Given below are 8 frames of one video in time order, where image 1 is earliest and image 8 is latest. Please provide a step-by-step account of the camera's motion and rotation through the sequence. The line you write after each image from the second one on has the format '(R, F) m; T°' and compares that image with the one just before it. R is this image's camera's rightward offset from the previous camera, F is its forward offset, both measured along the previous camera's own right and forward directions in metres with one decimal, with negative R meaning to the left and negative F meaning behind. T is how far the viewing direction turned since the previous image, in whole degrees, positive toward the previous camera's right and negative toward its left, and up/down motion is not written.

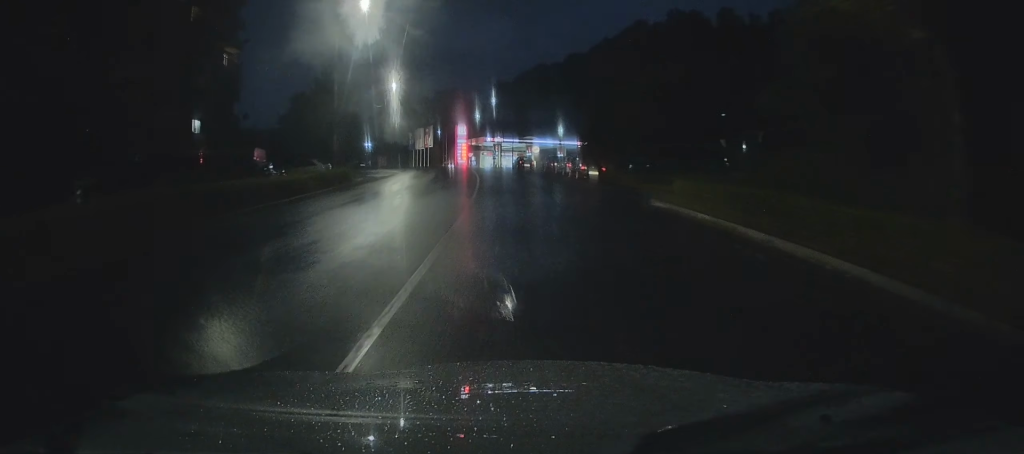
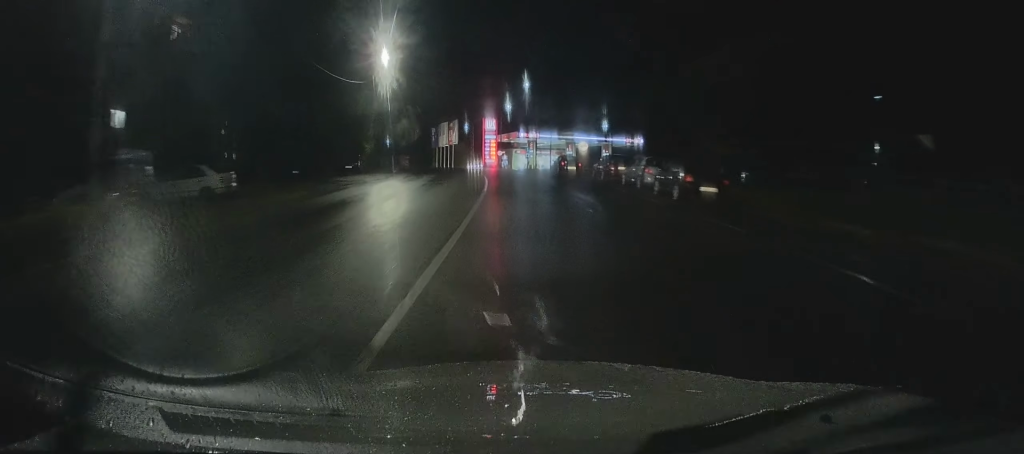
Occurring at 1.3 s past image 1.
(-0.4, +18.6) m; -3°
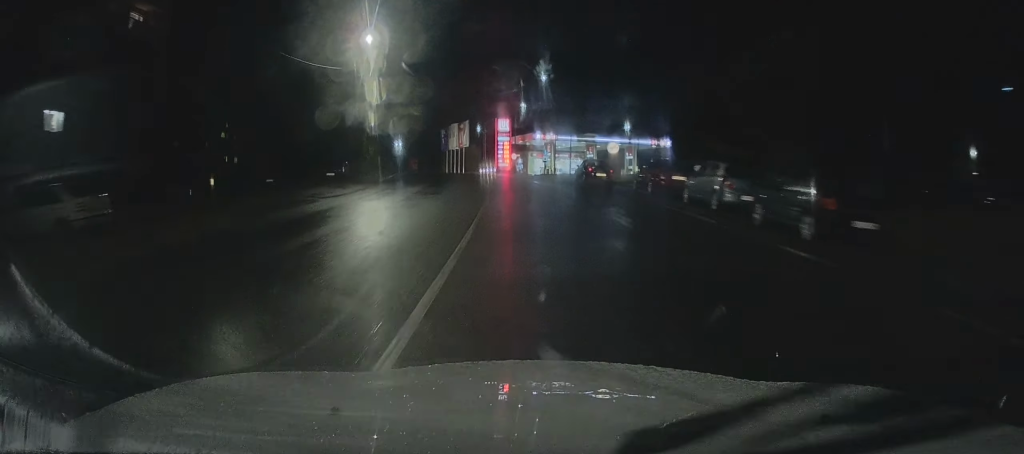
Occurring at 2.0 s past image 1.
(-0.2, +9.0) m; -1°
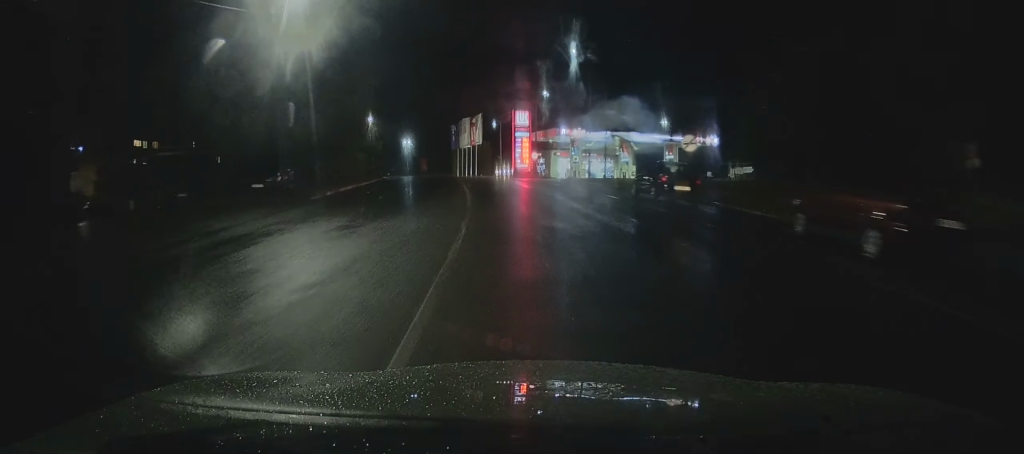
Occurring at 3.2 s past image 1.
(-0.1, +15.2) m; -1°
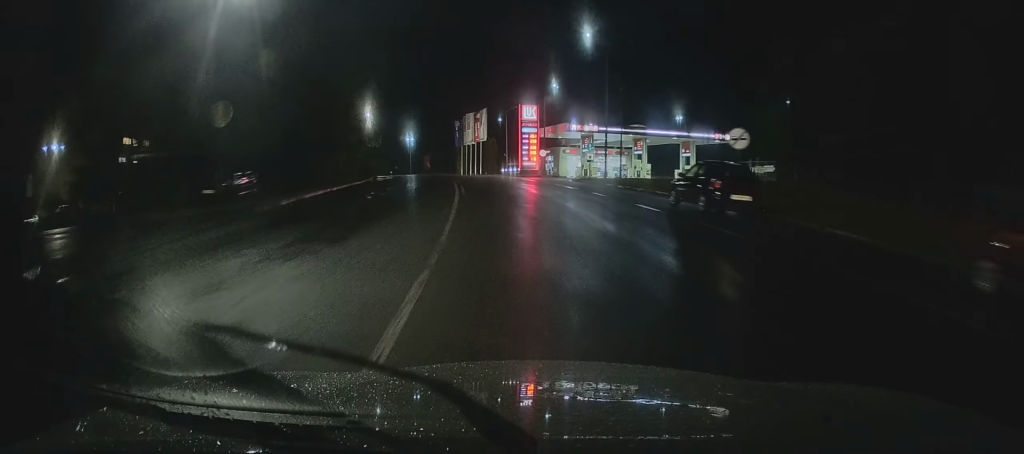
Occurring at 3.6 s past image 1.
(0.0, +5.4) m; -1°
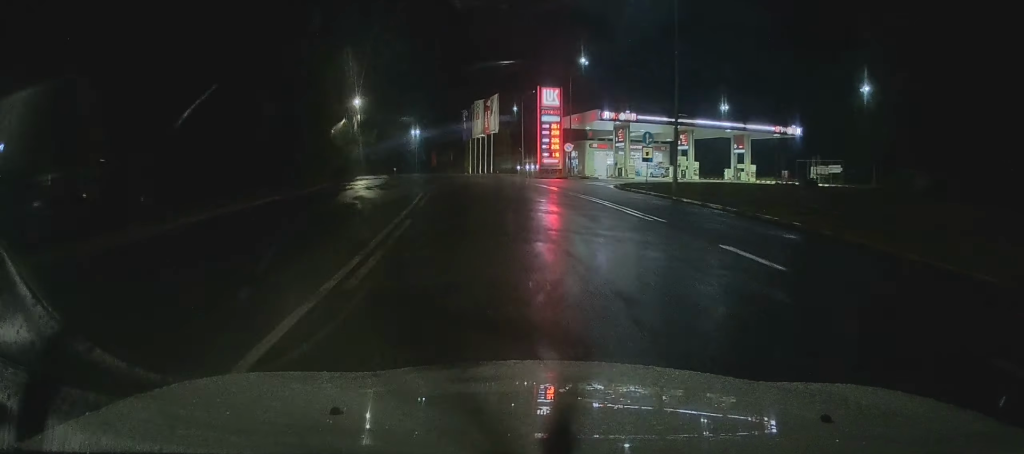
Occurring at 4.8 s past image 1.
(-0.3, +14.5) m; -2°
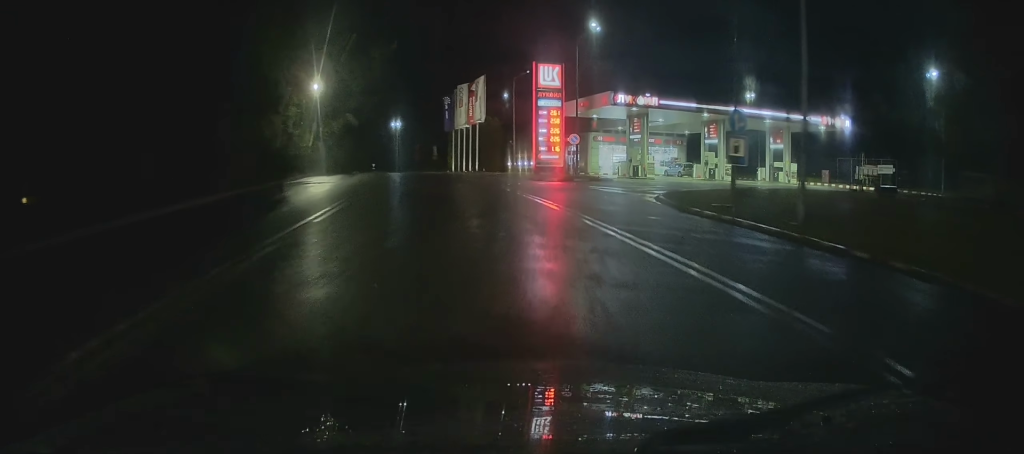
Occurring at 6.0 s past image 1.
(-0.1, +12.2) m; +1°
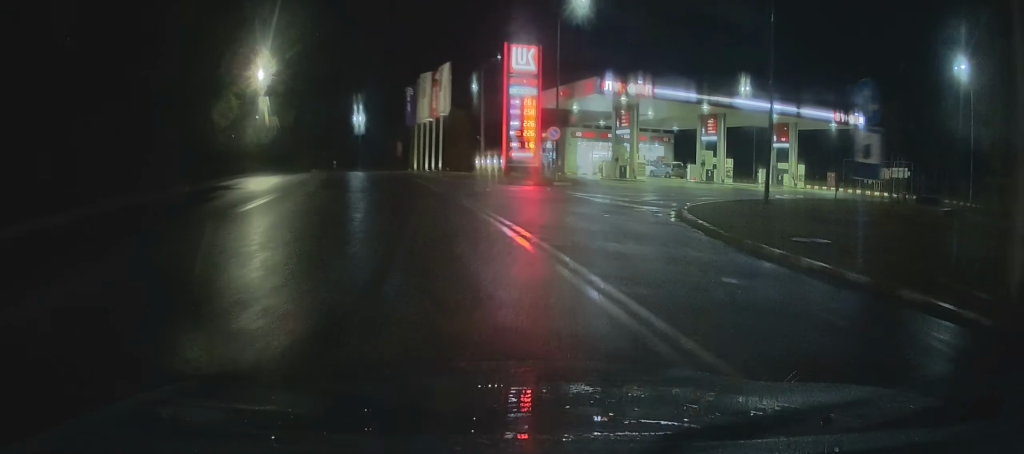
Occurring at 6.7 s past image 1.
(+0.1, +6.9) m; +3°
